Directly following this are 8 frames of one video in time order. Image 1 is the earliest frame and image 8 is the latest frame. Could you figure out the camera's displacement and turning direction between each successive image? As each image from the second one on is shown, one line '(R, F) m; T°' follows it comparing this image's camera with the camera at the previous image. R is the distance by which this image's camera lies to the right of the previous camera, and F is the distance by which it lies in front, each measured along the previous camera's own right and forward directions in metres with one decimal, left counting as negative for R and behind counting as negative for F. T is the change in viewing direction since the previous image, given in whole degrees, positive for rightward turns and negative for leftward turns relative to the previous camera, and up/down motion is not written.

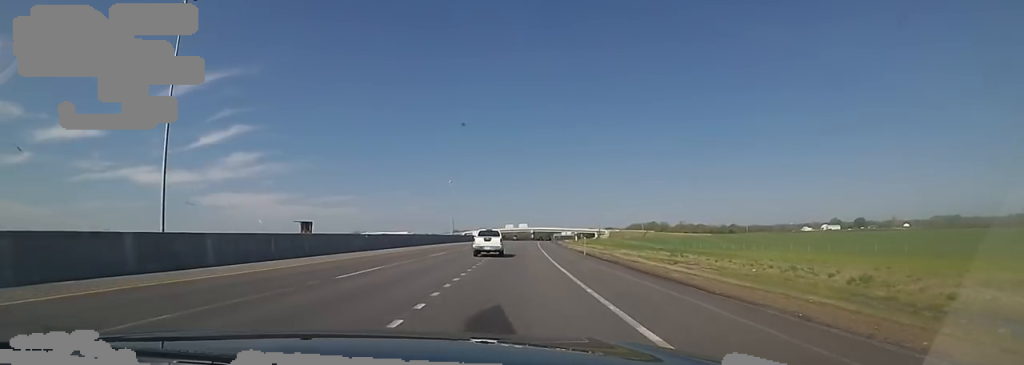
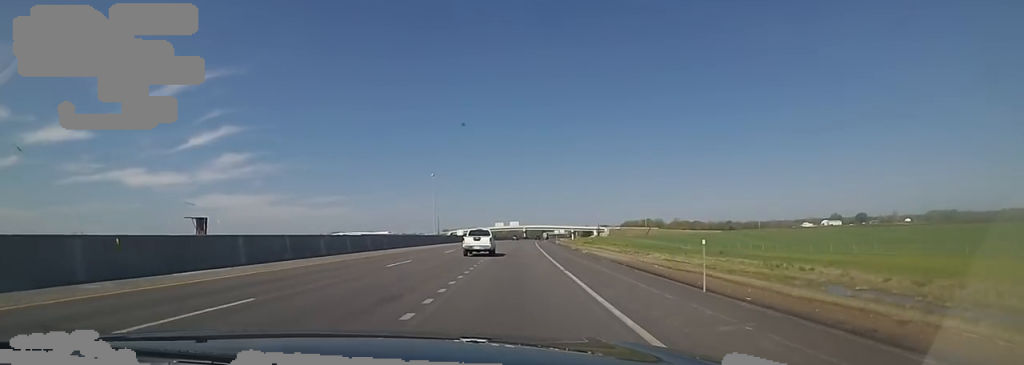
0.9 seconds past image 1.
(+0.7, +25.3) m; +3°
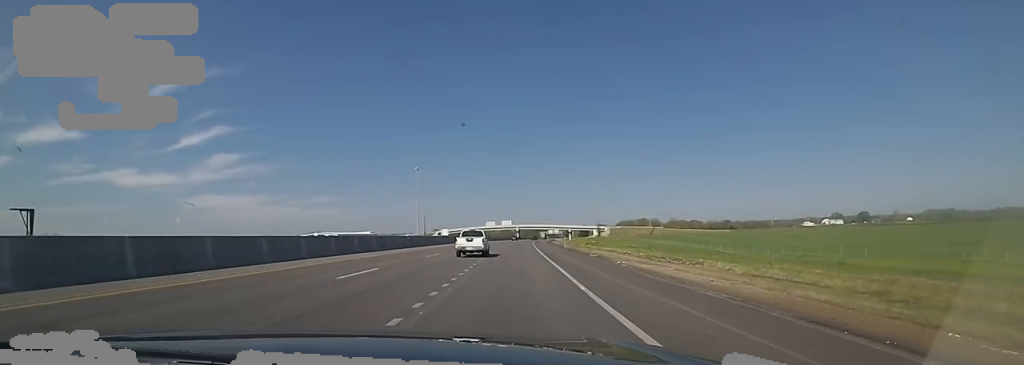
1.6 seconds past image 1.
(+0.6, +20.8) m; +2°
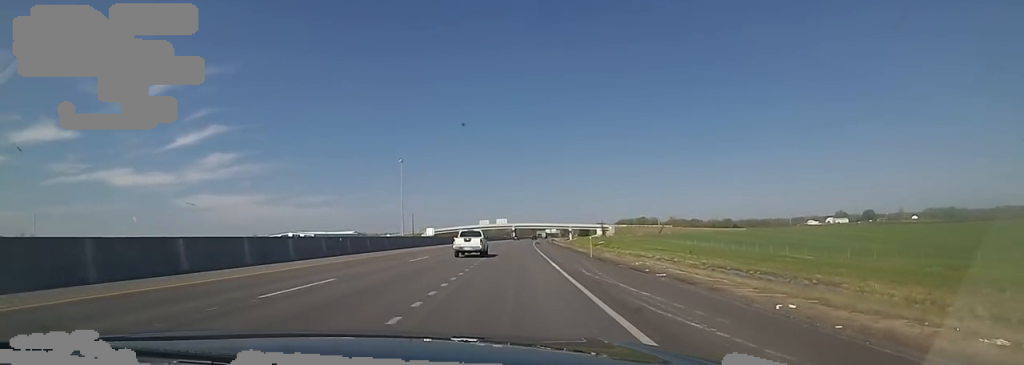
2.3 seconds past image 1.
(+0.3, +20.3) m; +1°
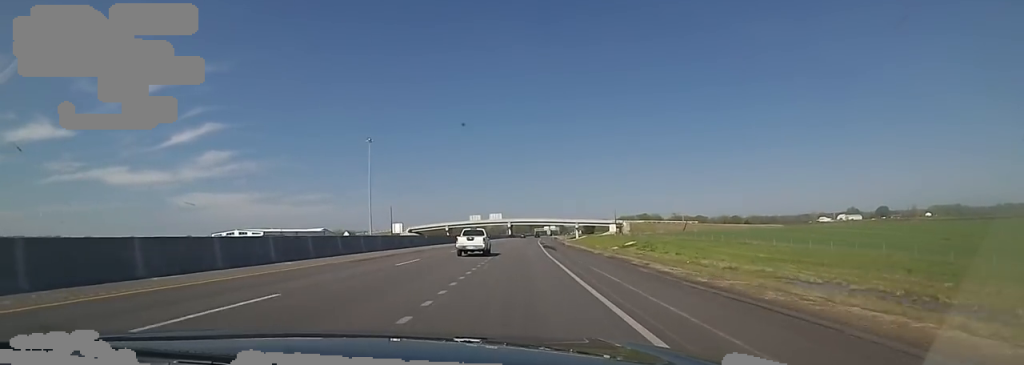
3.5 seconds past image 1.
(-0.2, +35.9) m; 0°
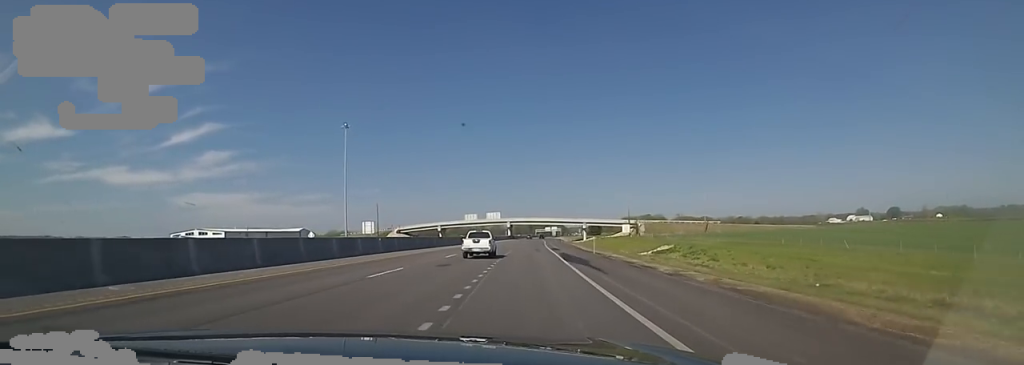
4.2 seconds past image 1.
(-0.1, +21.1) m; +1°
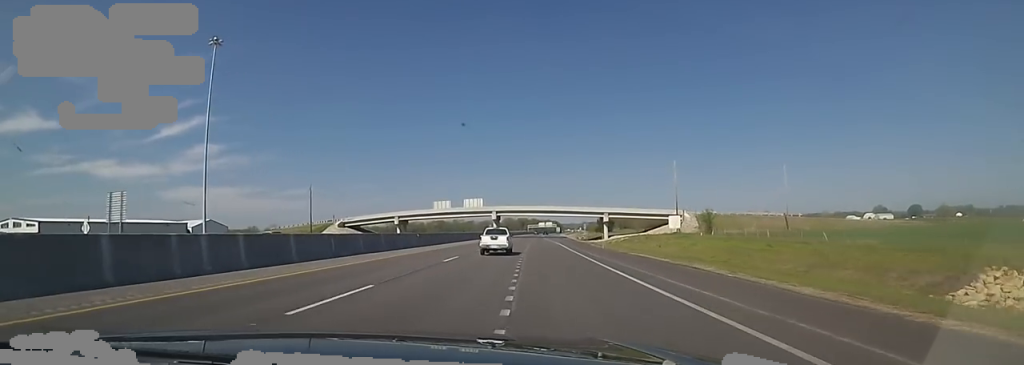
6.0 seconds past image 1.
(-0.3, +54.0) m; 0°
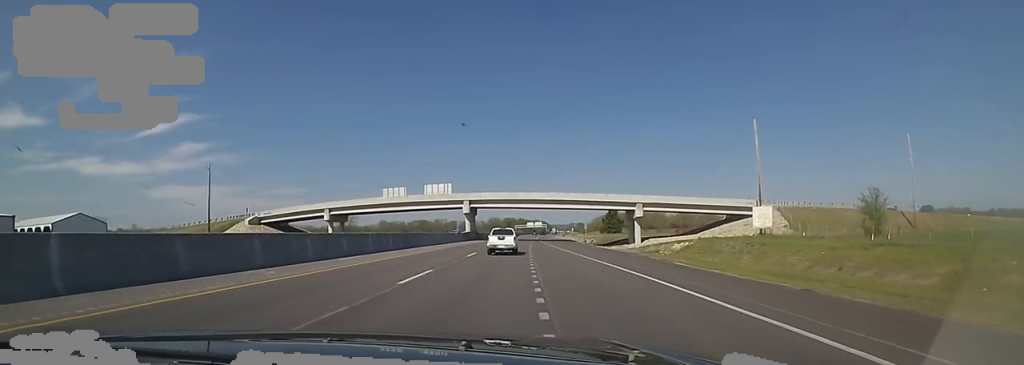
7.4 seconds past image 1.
(+1.9, +40.1) m; +2°
